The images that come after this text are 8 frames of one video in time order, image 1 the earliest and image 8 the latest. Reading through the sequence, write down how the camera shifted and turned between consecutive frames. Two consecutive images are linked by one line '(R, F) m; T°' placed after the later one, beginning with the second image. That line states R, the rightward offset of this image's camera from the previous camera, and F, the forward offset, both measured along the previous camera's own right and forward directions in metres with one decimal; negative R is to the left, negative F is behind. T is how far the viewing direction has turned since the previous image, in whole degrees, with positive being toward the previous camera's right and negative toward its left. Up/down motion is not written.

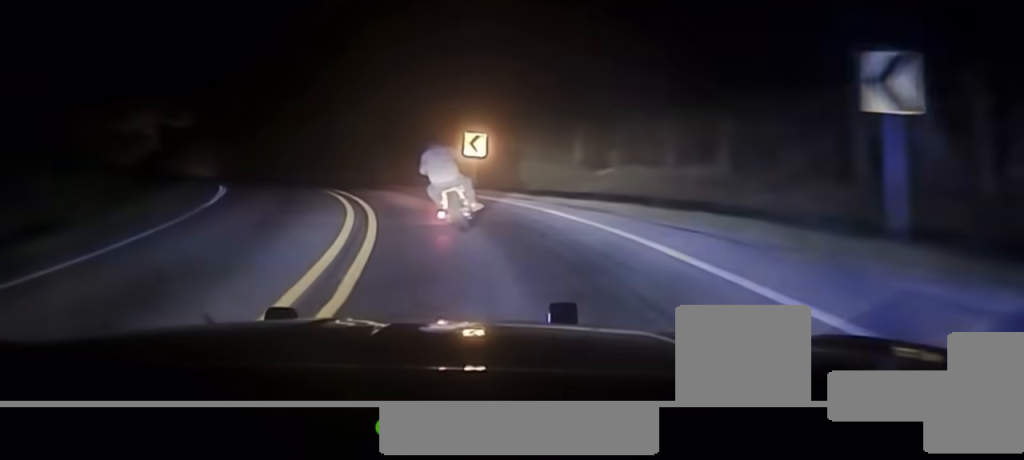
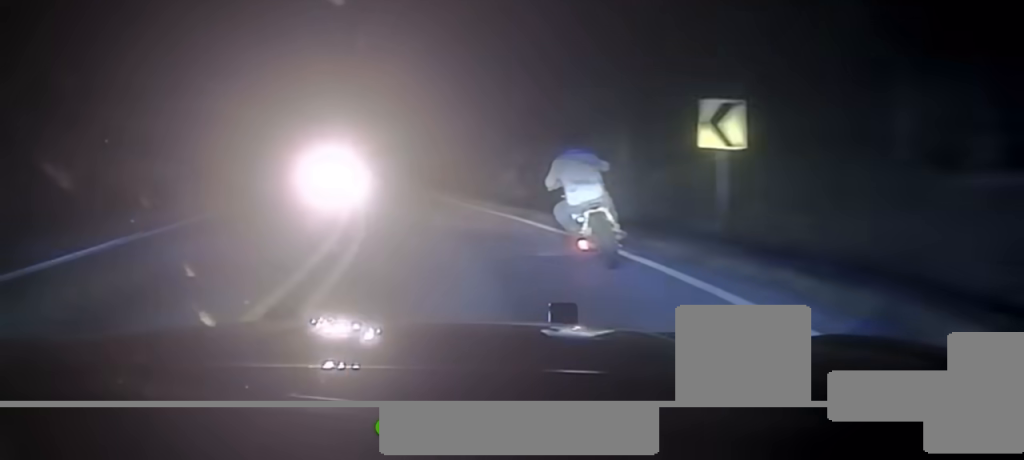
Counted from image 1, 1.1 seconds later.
(-2.9, +20.7) m; -13°
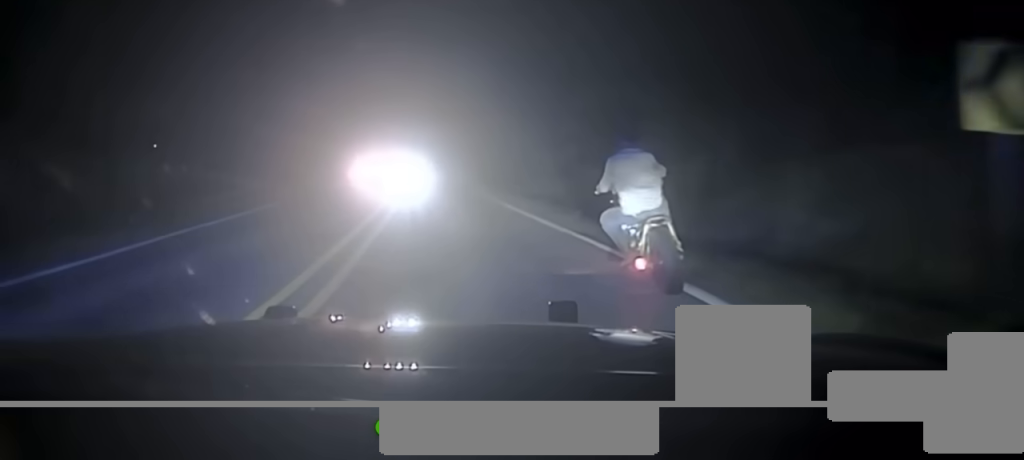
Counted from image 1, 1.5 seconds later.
(-0.4, +8.4) m; -4°
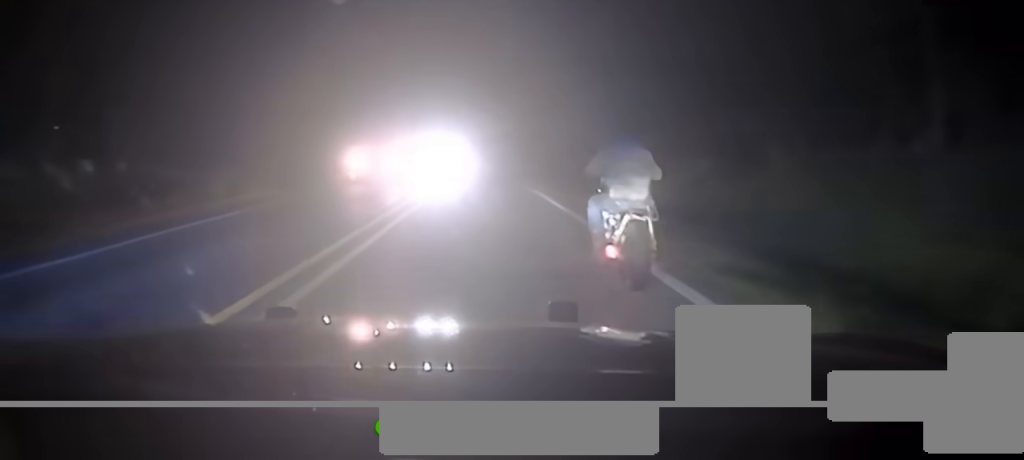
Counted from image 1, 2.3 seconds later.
(-0.4, +13.0) m; -3°
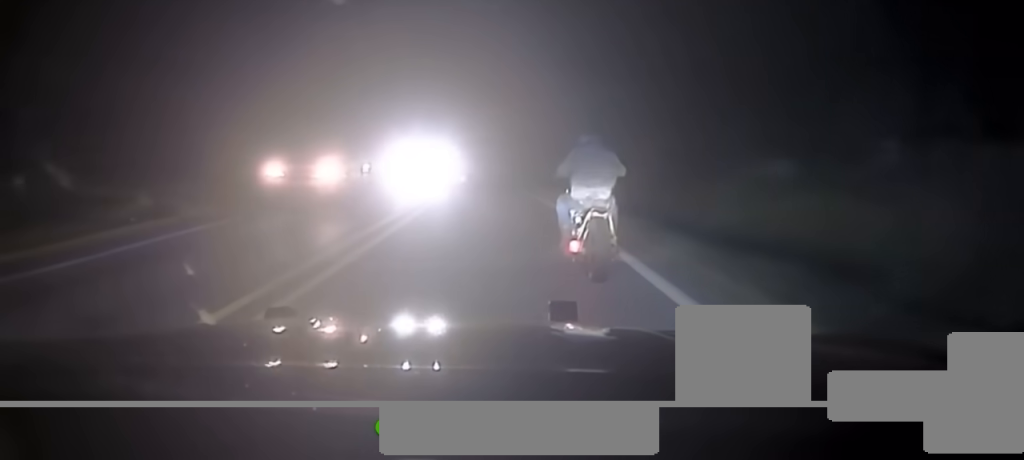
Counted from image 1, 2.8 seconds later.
(-0.2, +7.6) m; -1°
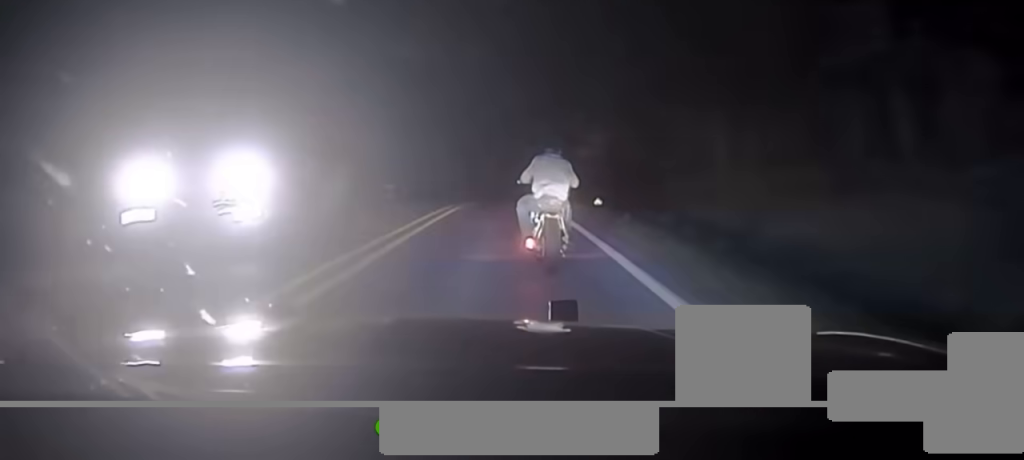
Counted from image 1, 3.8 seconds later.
(-0.3, +17.5) m; 0°
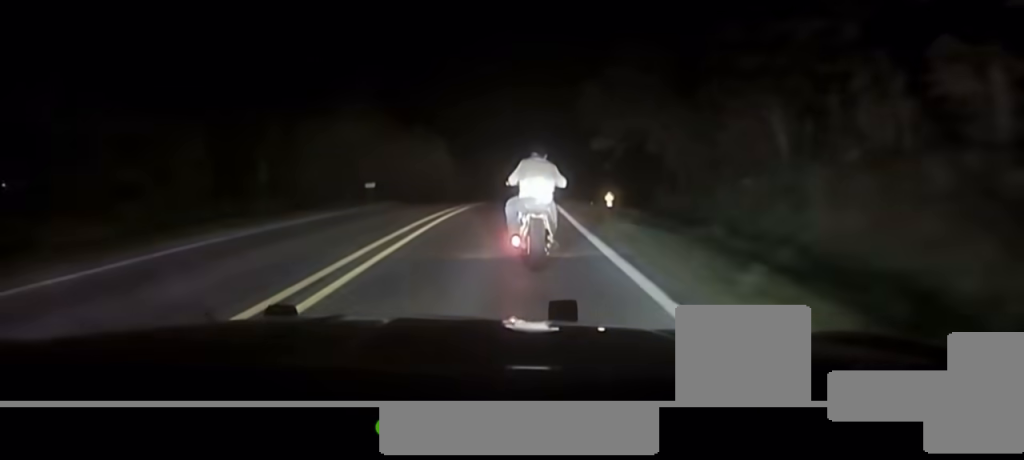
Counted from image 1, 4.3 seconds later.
(-0.1, +9.9) m; +1°
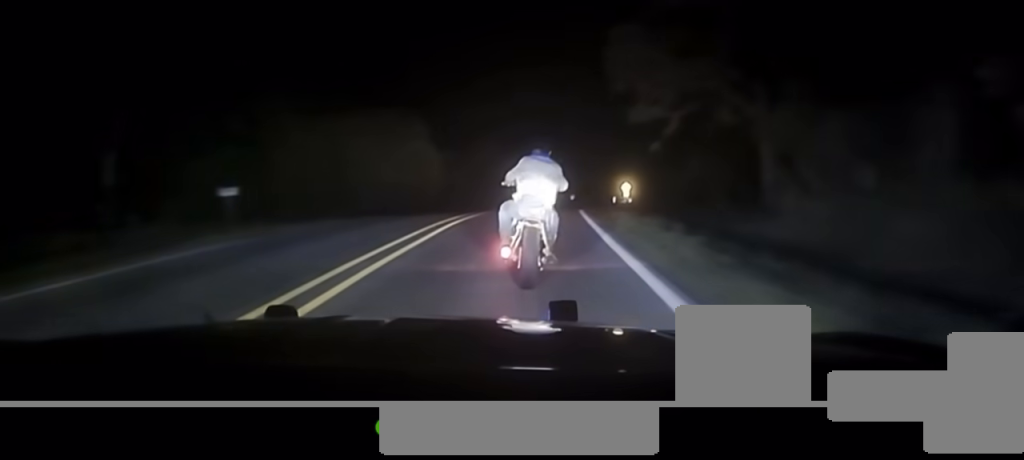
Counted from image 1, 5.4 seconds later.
(+0.5, +24.1) m; 0°
